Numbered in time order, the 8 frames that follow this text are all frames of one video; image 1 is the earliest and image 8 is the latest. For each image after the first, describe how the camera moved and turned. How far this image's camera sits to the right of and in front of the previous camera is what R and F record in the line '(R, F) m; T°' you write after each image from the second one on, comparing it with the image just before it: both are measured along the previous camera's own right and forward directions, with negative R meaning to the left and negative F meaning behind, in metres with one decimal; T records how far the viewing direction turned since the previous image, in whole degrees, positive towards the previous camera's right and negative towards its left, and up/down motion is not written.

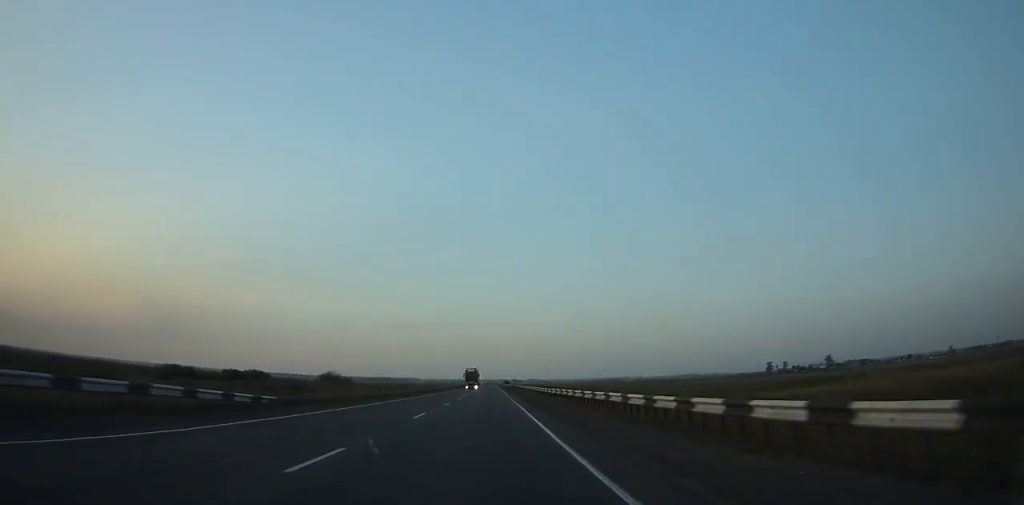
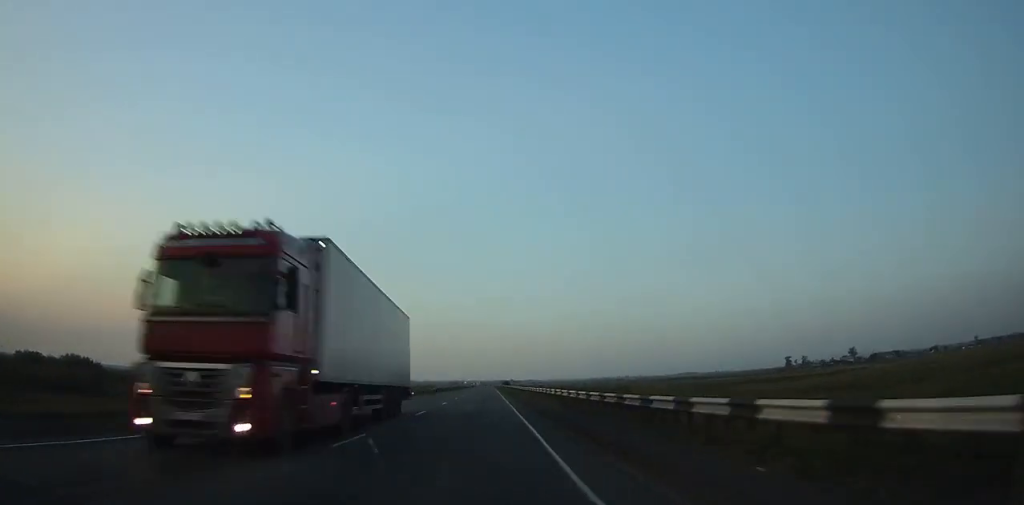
(+0.1, +55.1) m; 0°
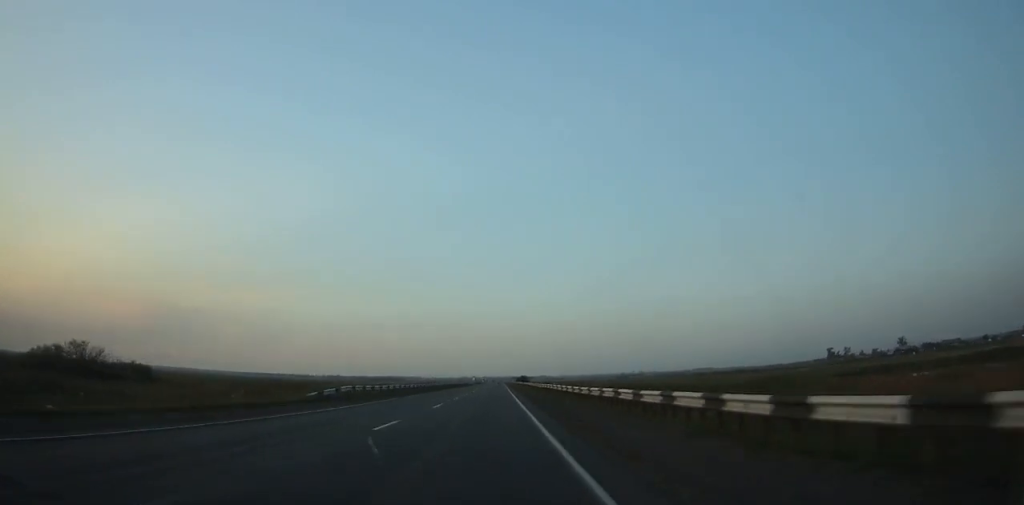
(+0.1, +67.2) m; 0°
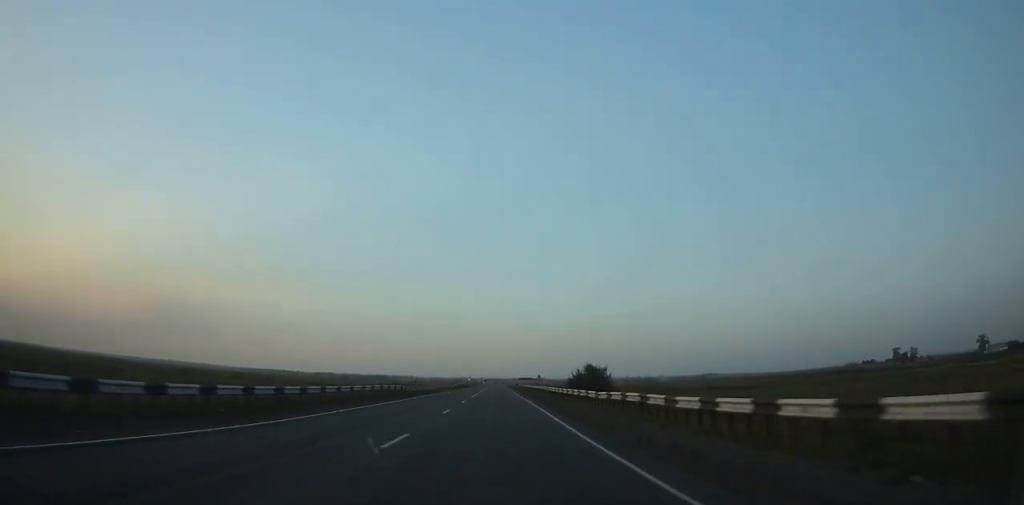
(-0.7, +108.1) m; 0°
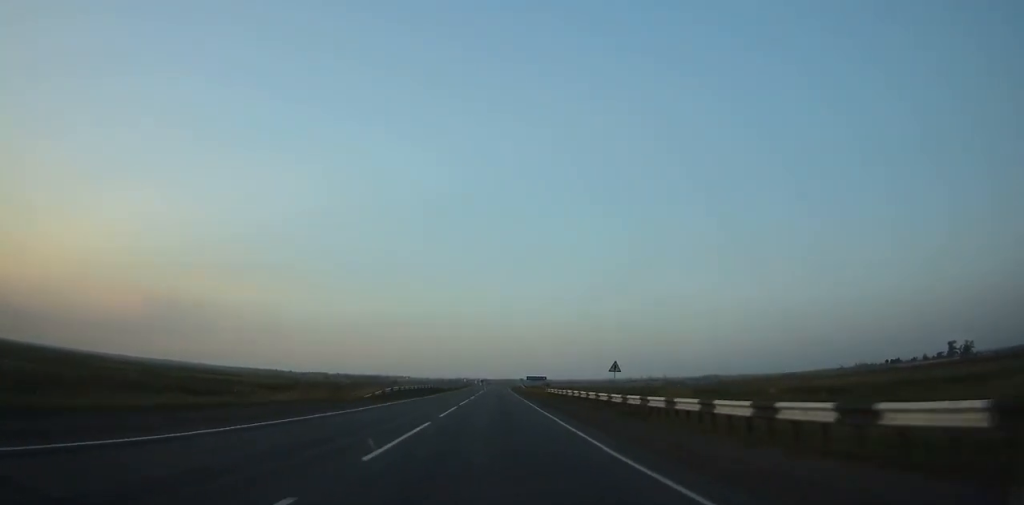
(+0.4, +72.8) m; +1°
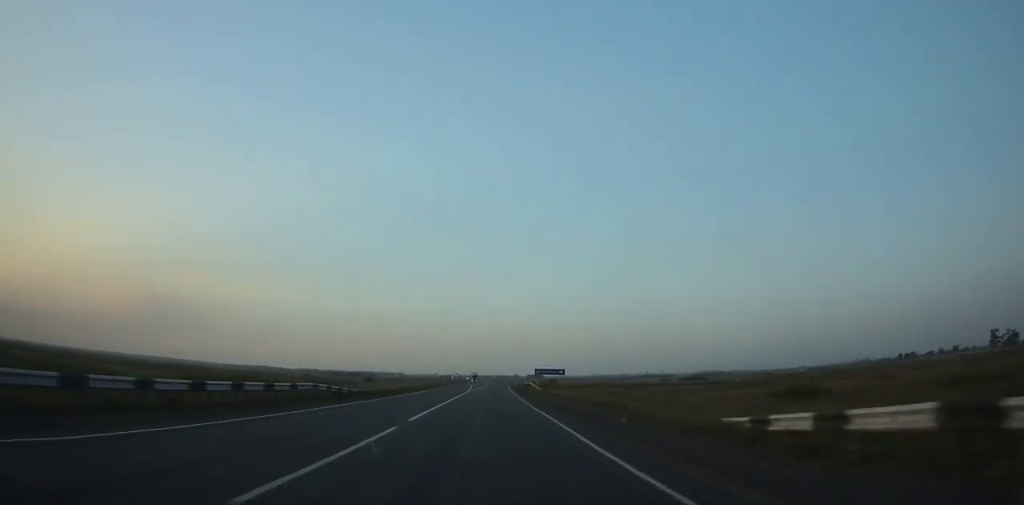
(+0.2, +50.4) m; 0°
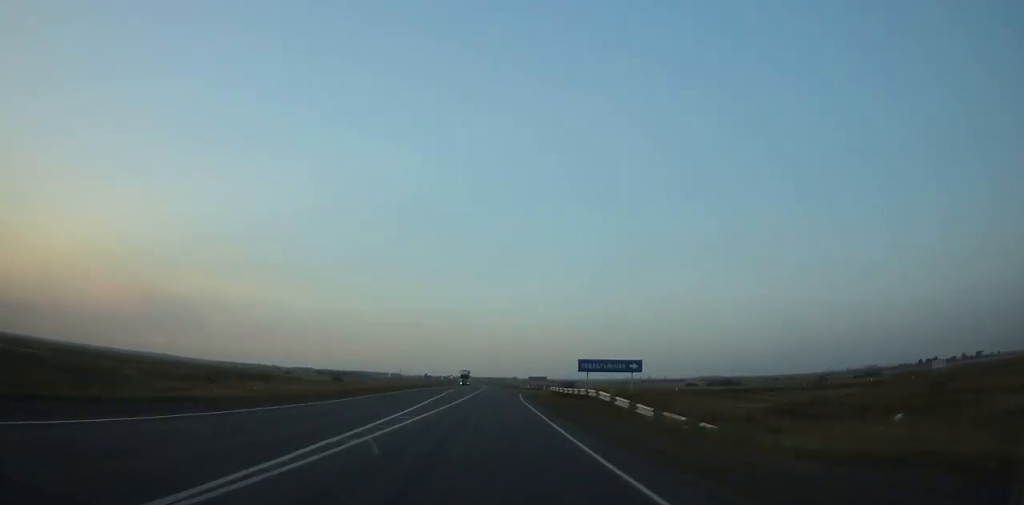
(+0.1, +52.4) m; 0°
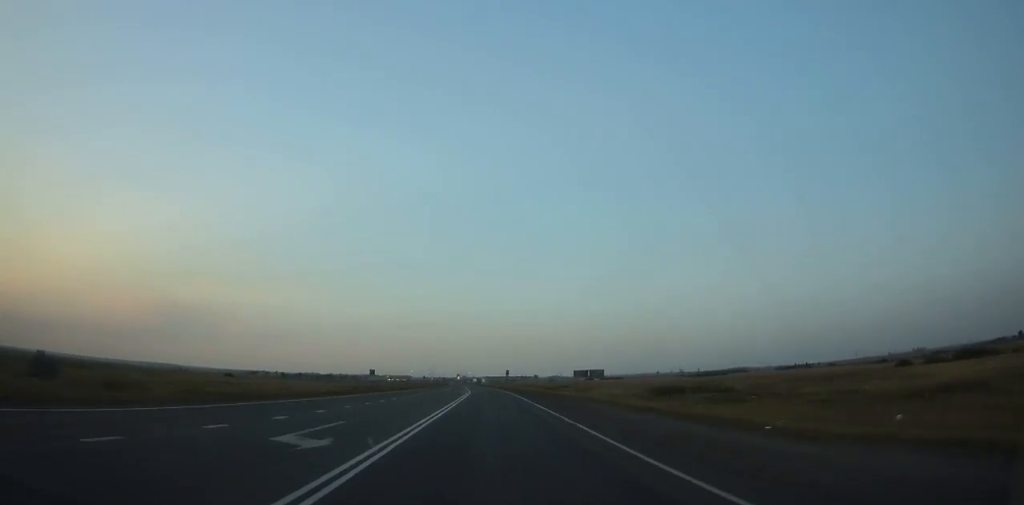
(-1.4, +165.0) m; -2°
